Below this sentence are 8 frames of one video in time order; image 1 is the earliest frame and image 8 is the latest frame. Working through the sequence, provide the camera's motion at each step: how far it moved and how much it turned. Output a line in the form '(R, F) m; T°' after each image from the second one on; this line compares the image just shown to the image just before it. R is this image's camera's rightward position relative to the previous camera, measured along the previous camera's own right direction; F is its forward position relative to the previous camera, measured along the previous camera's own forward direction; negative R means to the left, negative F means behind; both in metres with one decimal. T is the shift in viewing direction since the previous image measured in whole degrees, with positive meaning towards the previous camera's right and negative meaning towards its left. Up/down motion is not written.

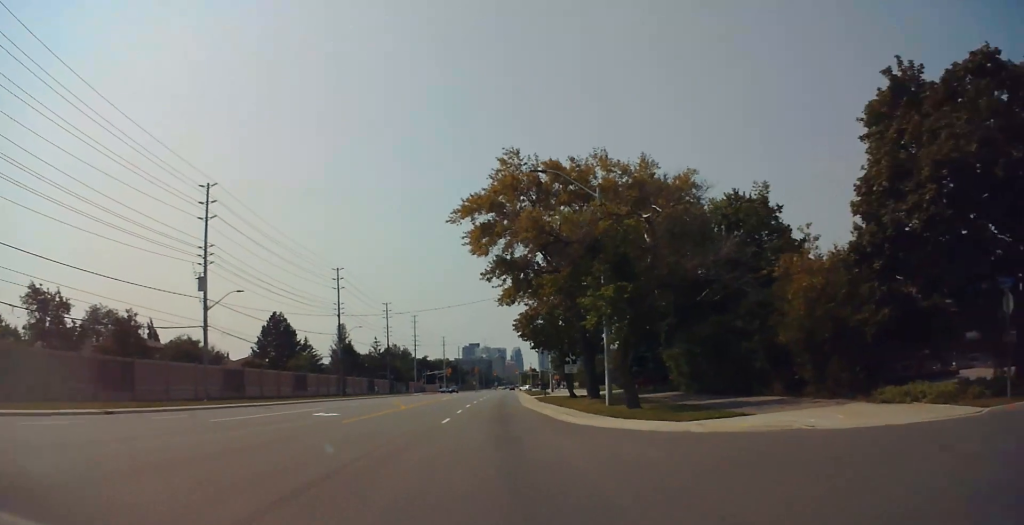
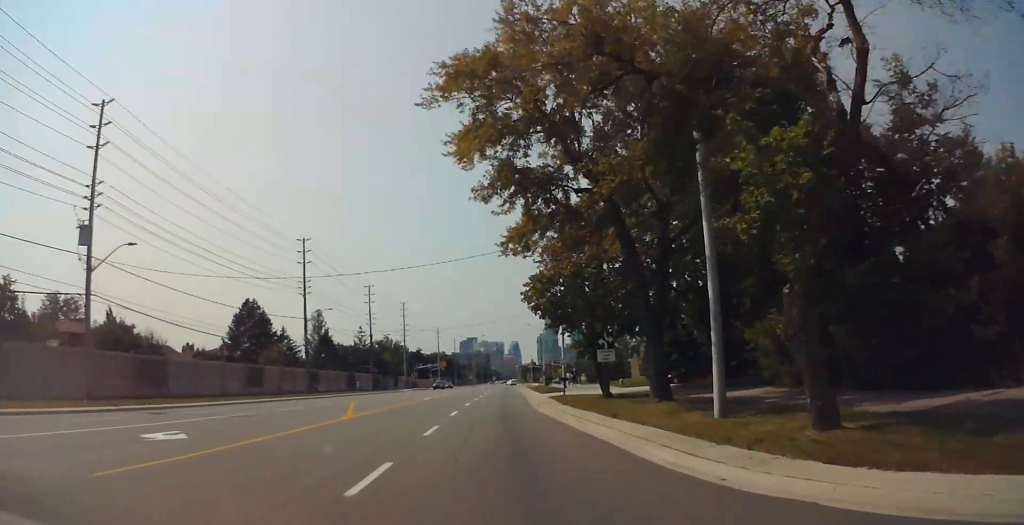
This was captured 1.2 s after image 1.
(-0.1, +15.8) m; -2°
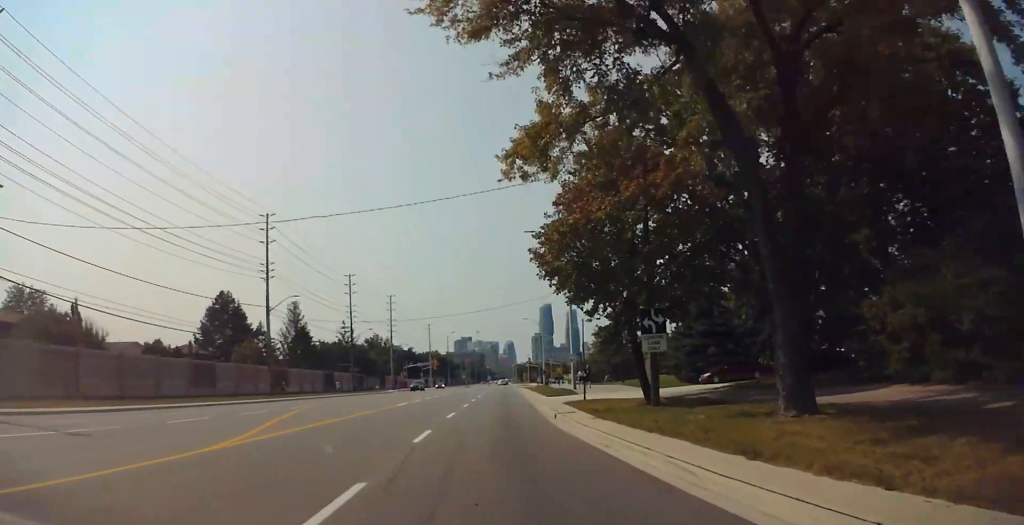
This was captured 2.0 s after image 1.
(-0.2, +11.1) m; -1°
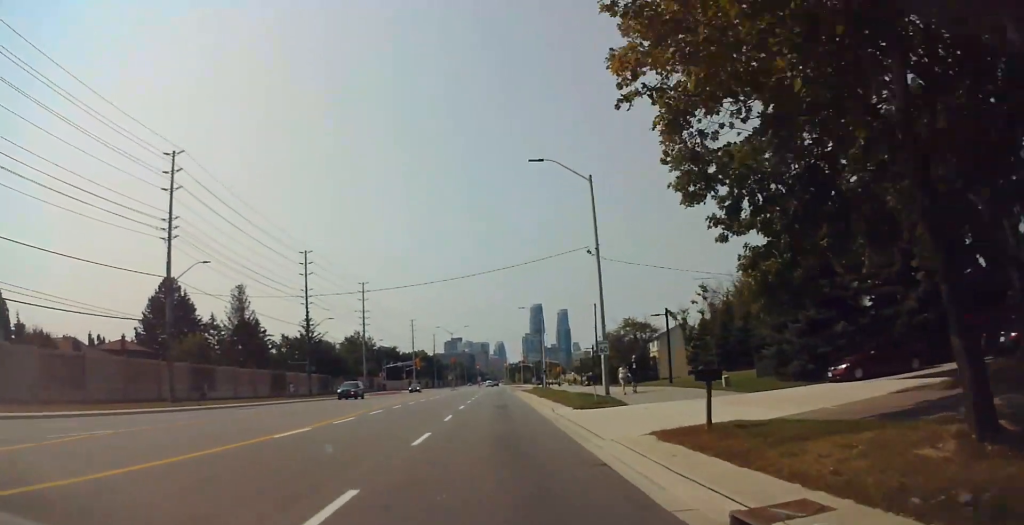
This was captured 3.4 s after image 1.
(0.0, +18.9) m; 0°
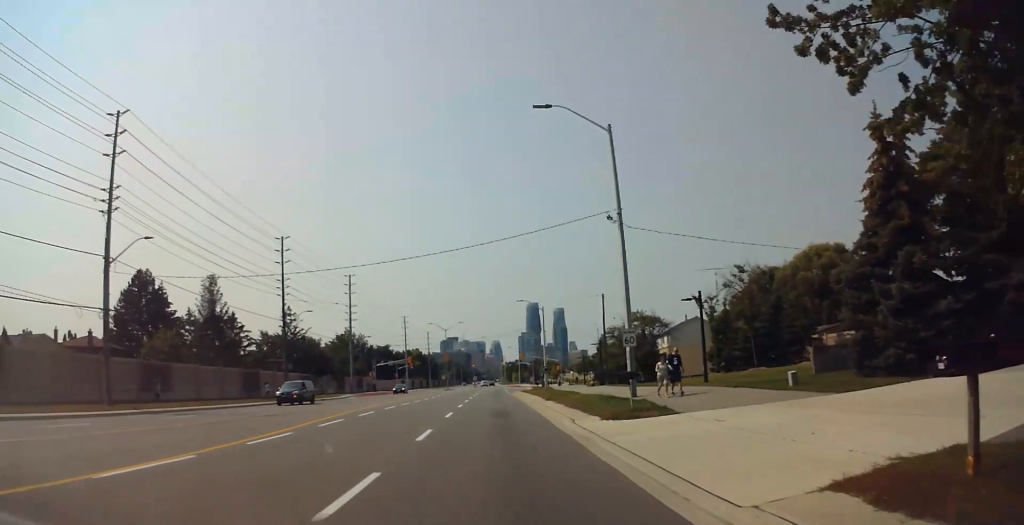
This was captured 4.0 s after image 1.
(0.0, +7.7) m; +1°
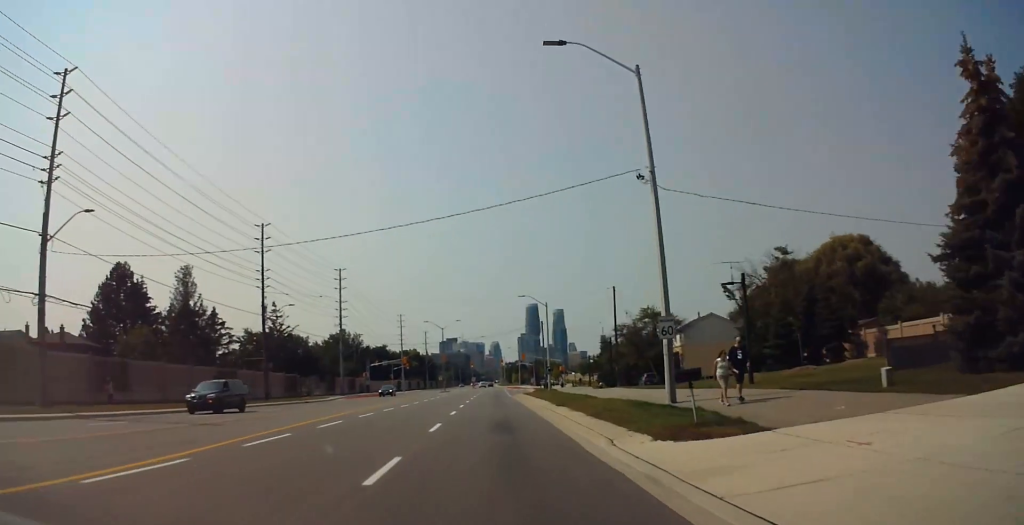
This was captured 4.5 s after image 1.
(-0.2, +6.3) m; +1°
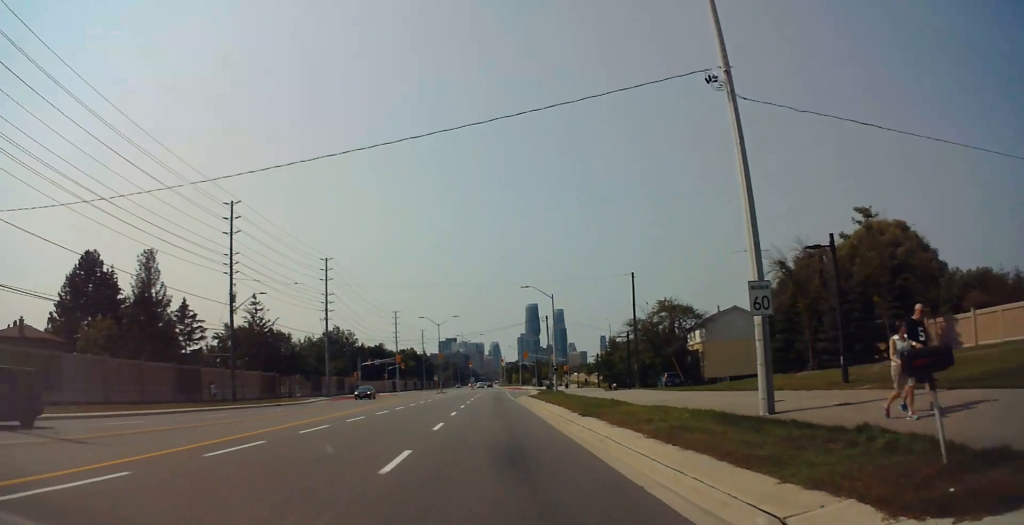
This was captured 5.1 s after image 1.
(+0.4, +8.1) m; +2°
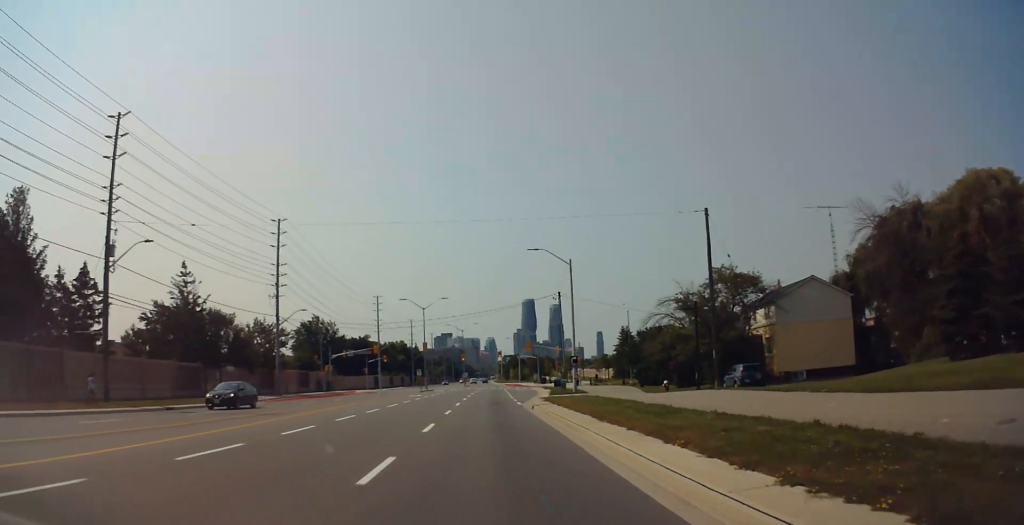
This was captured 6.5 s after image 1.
(+0.4, +18.9) m; -1°
